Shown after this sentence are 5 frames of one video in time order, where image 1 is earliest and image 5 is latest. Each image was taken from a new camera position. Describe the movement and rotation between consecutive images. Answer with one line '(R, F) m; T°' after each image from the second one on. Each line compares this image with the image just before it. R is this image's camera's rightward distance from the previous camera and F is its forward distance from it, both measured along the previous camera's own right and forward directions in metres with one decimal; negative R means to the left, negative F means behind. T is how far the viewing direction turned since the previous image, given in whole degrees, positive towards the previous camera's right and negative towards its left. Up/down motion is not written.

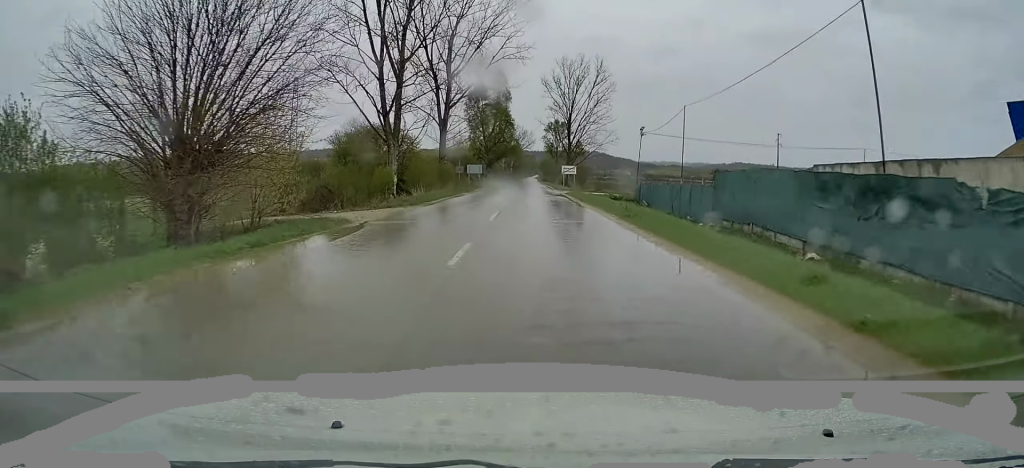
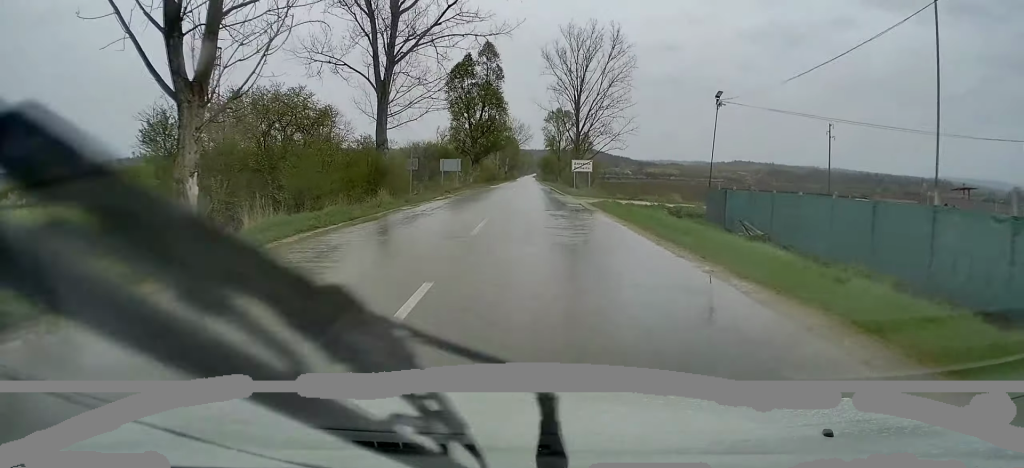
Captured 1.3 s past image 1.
(0.0, +22.3) m; 0°
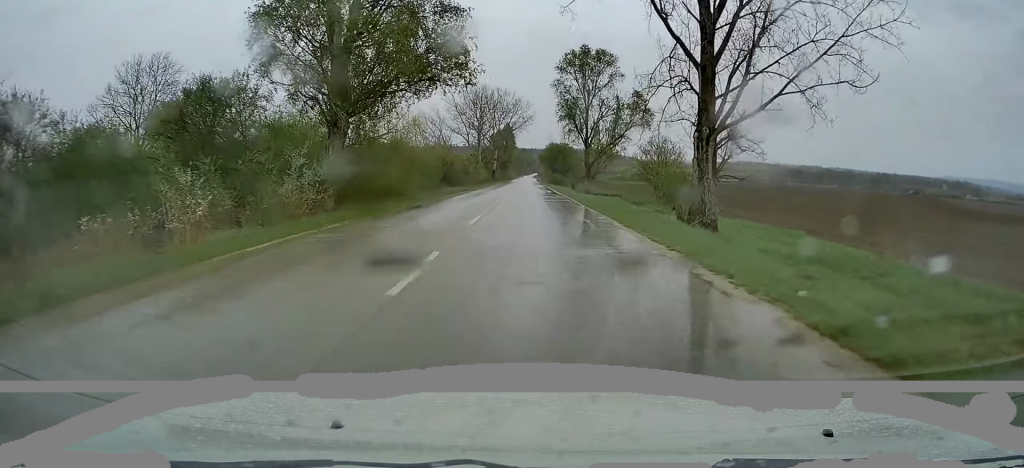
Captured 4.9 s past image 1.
(+0.4, +59.8) m; 0°
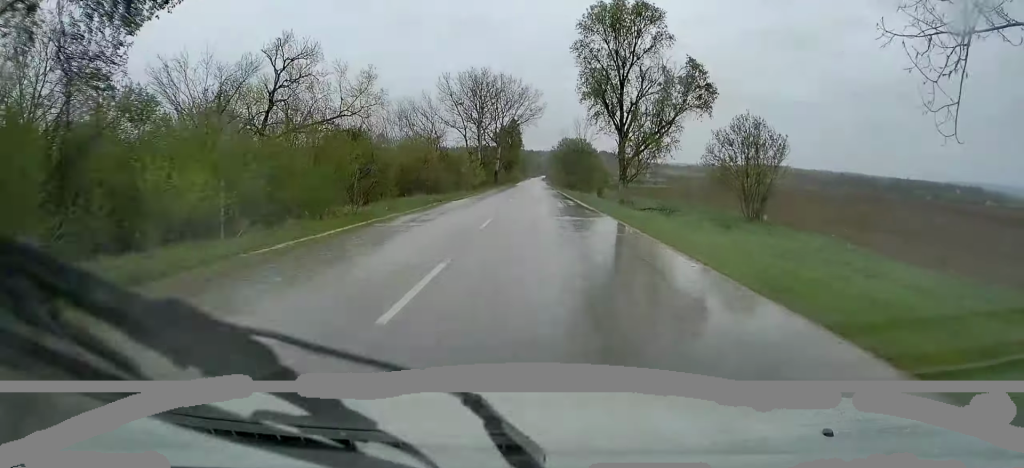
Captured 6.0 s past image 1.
(-0.2, +18.7) m; -1°
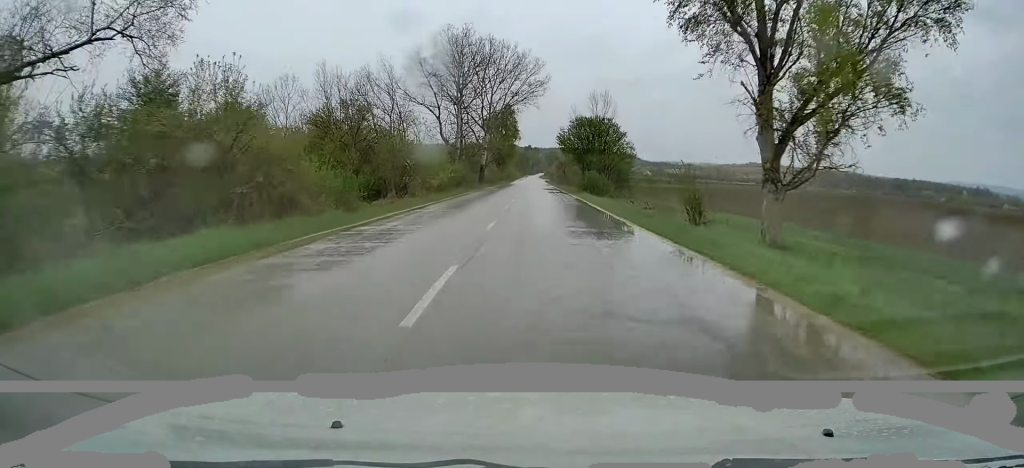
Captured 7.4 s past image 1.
(-0.3, +27.2) m; 0°
